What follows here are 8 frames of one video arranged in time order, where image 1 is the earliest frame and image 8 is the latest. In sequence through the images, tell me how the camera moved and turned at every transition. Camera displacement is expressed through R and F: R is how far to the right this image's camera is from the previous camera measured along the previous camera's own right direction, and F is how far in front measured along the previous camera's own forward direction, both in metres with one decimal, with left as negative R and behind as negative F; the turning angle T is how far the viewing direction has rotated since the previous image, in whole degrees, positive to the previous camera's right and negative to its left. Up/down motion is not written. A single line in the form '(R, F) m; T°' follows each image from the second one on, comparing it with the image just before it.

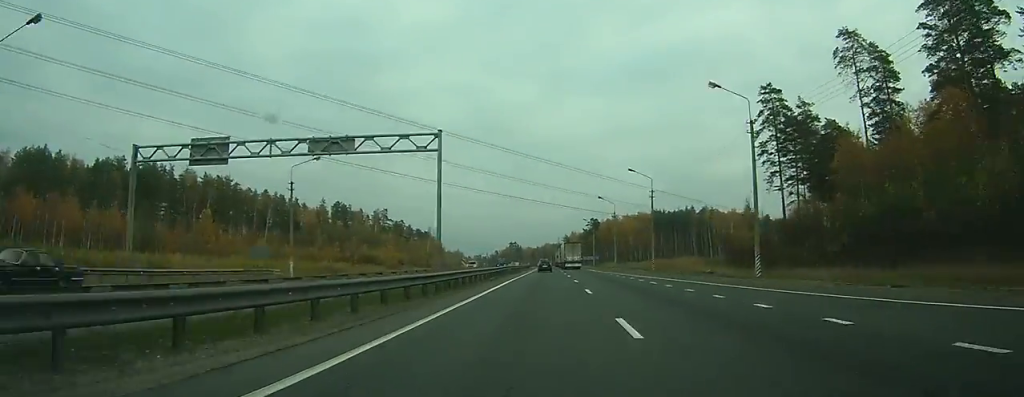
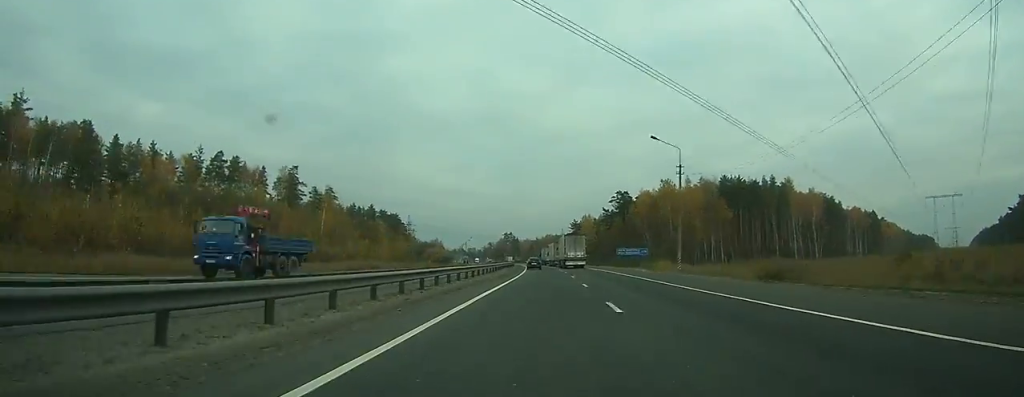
(-0.2, +86.7) m; 0°
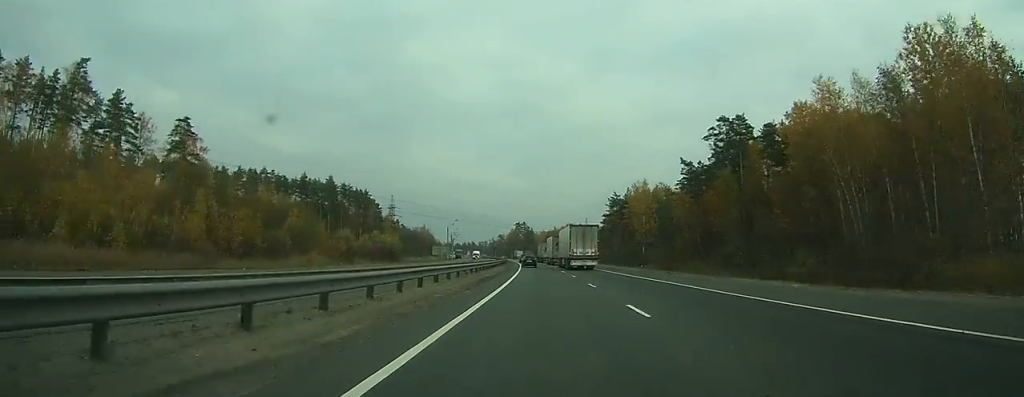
(-0.9, +81.3) m; -2°
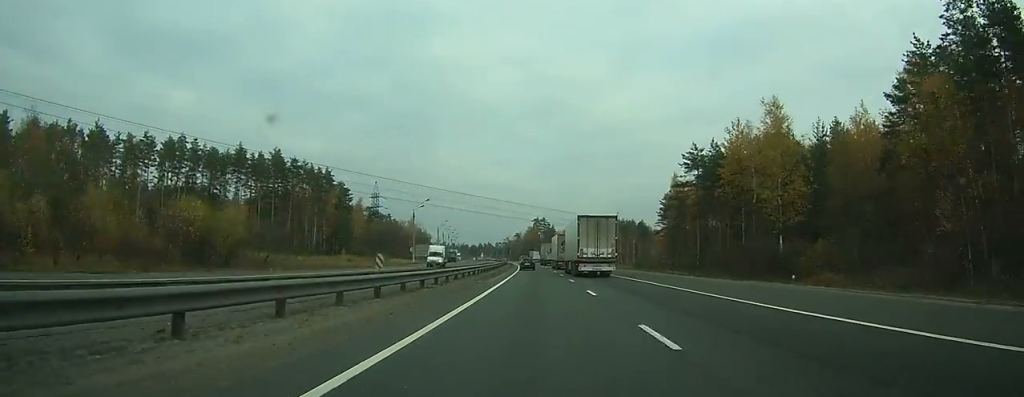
(-1.0, +63.3) m; -2°
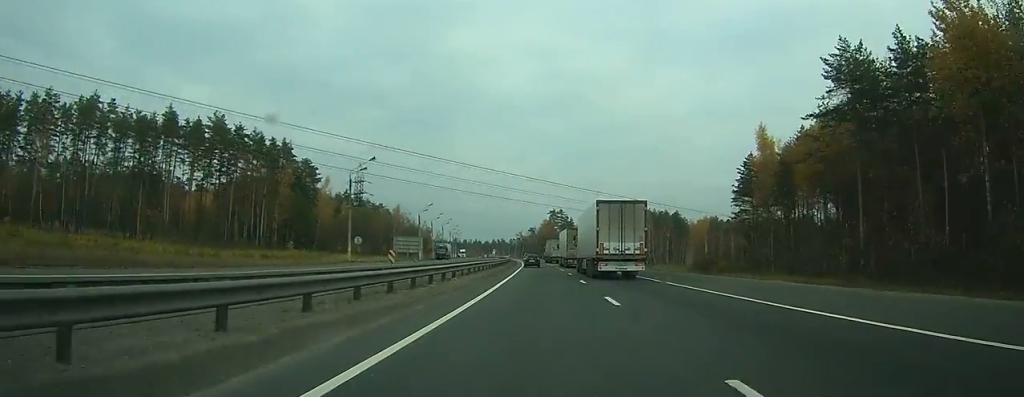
(-0.4, +41.5) m; -1°
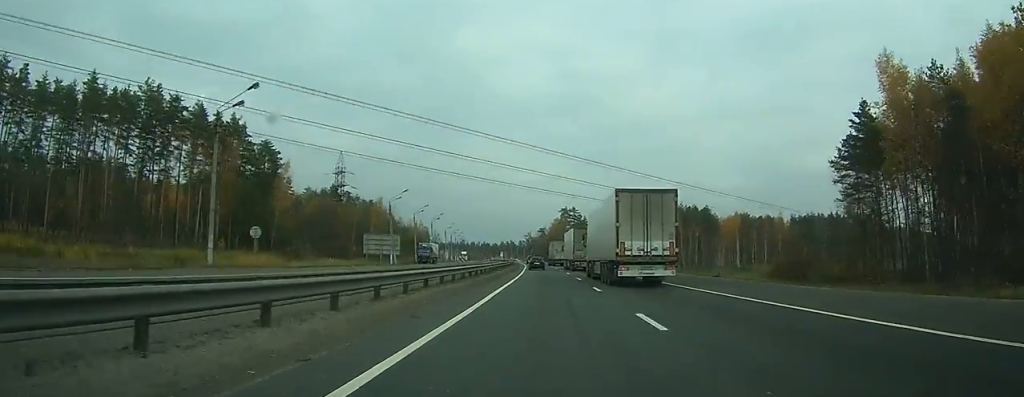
(-0.2, +29.5) m; -1°
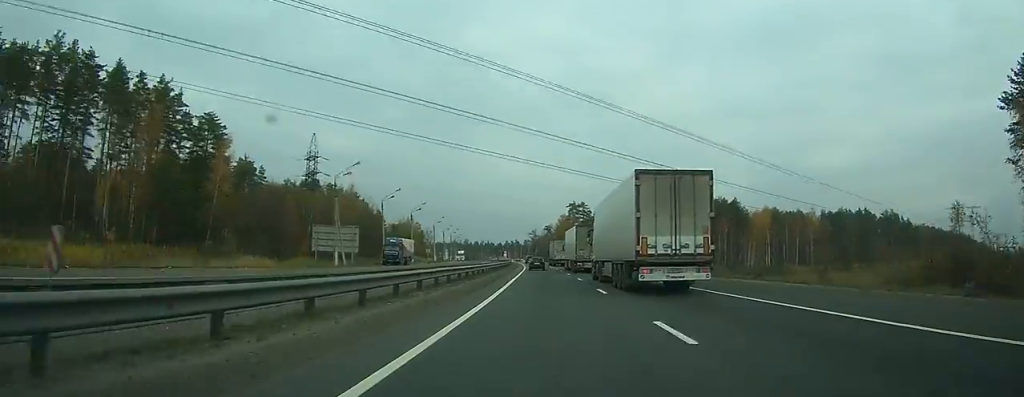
(-0.2, +26.0) m; -1°
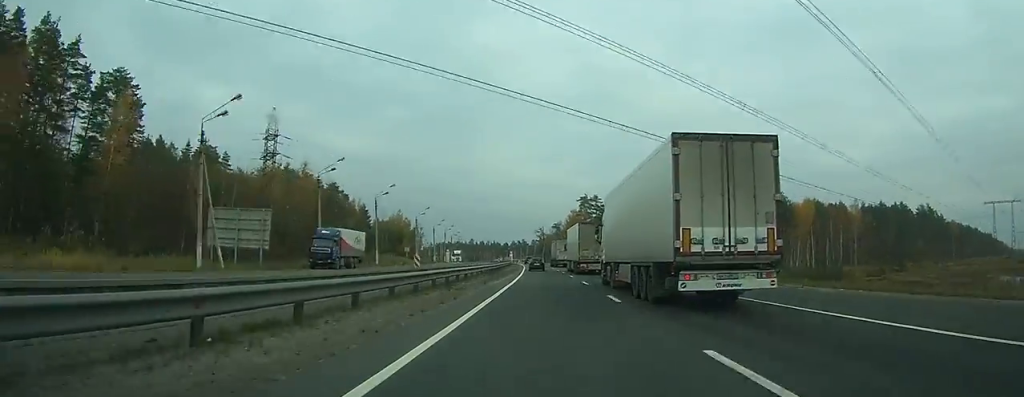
(-0.1, +27.8) m; -1°
